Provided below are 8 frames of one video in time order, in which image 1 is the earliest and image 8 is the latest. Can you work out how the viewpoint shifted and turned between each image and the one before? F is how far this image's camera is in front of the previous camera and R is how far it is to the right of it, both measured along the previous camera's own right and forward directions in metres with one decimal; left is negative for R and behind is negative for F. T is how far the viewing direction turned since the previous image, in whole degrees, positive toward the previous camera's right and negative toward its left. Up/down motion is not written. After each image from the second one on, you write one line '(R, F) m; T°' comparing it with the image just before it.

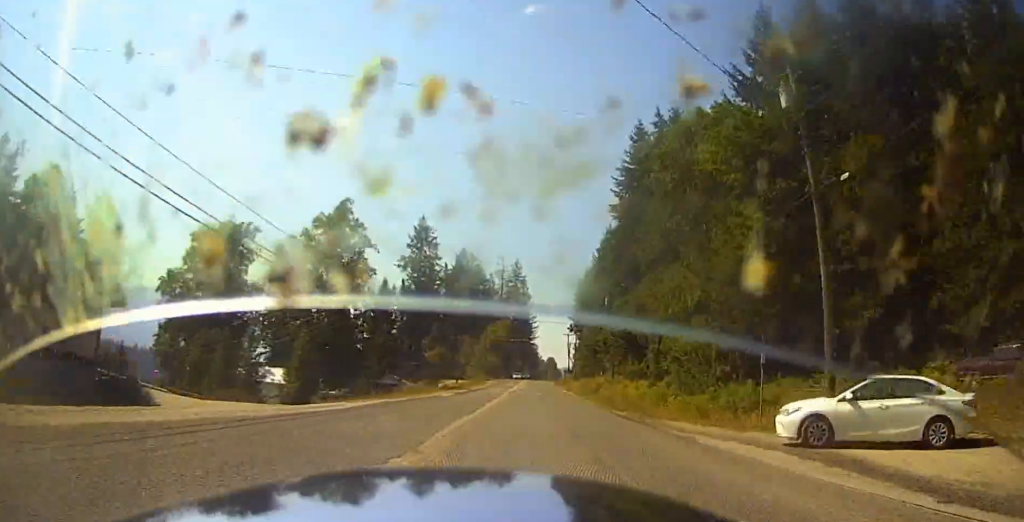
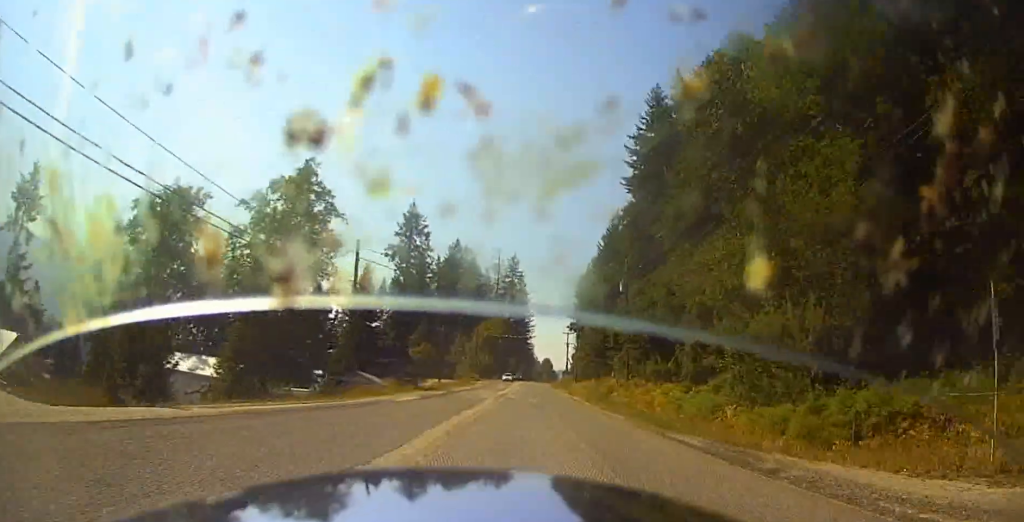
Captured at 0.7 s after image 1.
(+0.6, +12.1) m; +2°
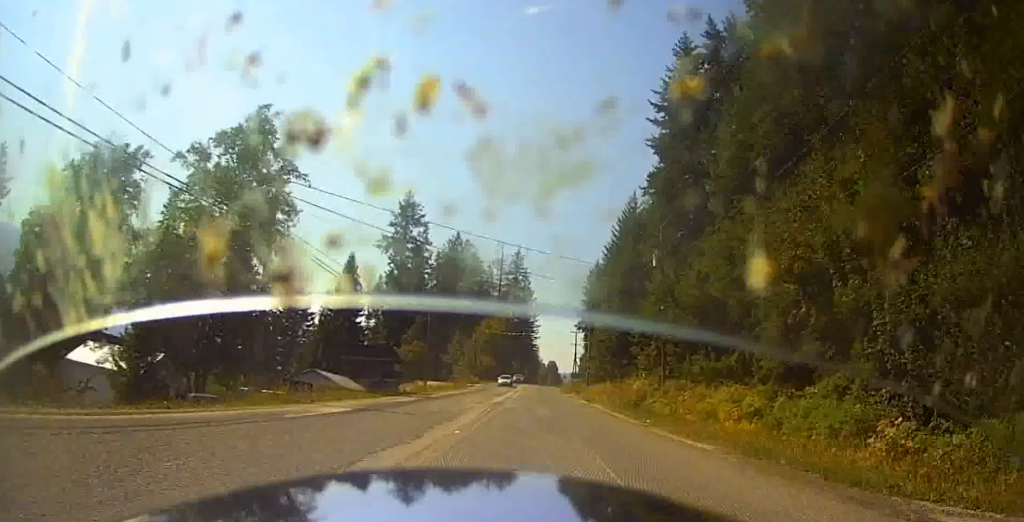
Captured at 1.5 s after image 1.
(+0.2, +12.3) m; 0°
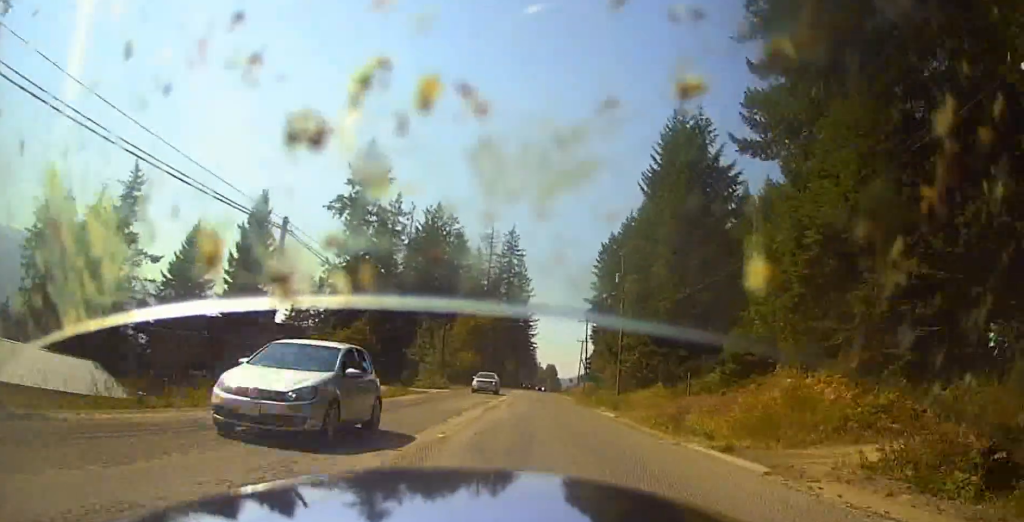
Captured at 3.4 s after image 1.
(-1.5, +31.7) m; -3°
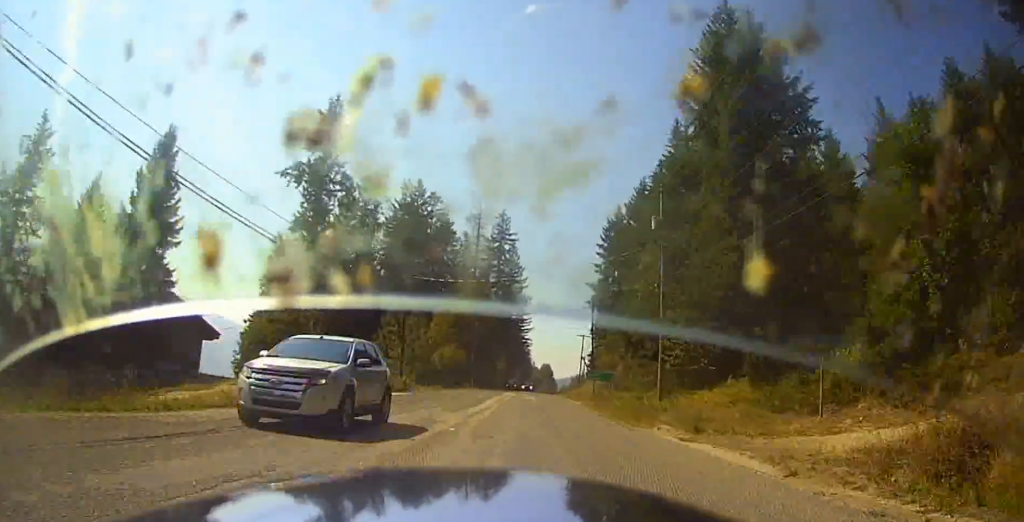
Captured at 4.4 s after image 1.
(+0.3, +17.0) m; +1°
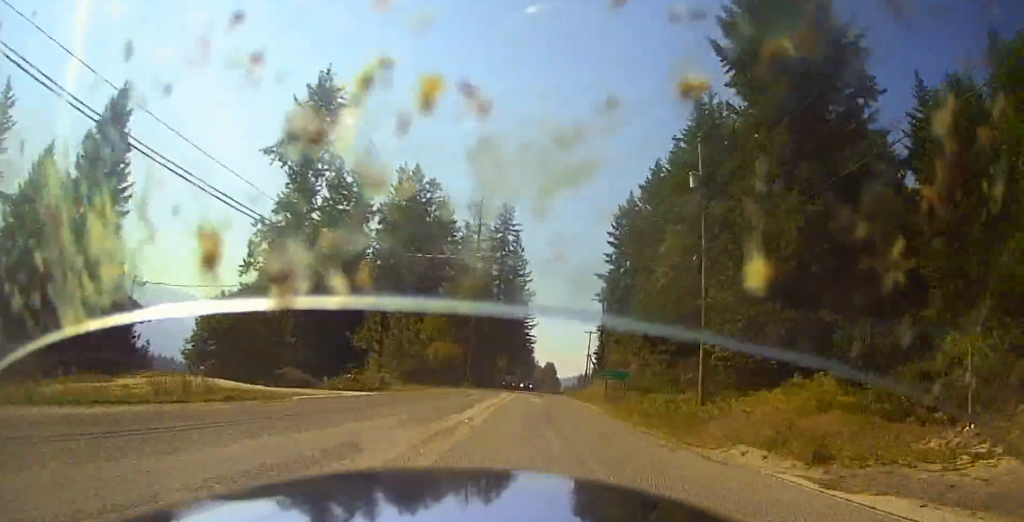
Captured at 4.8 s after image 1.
(-0.2, +7.0) m; 0°
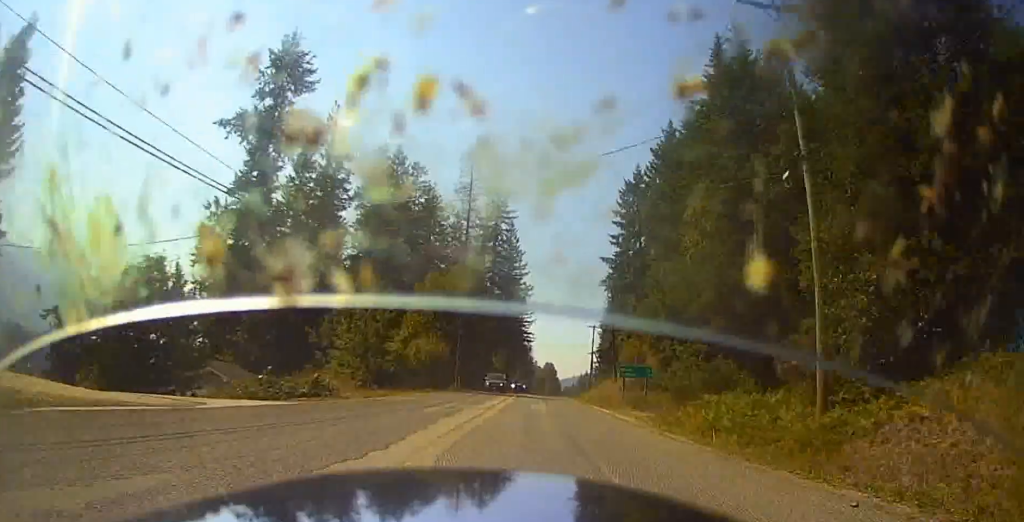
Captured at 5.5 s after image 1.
(+0.1, +10.0) m; +1°
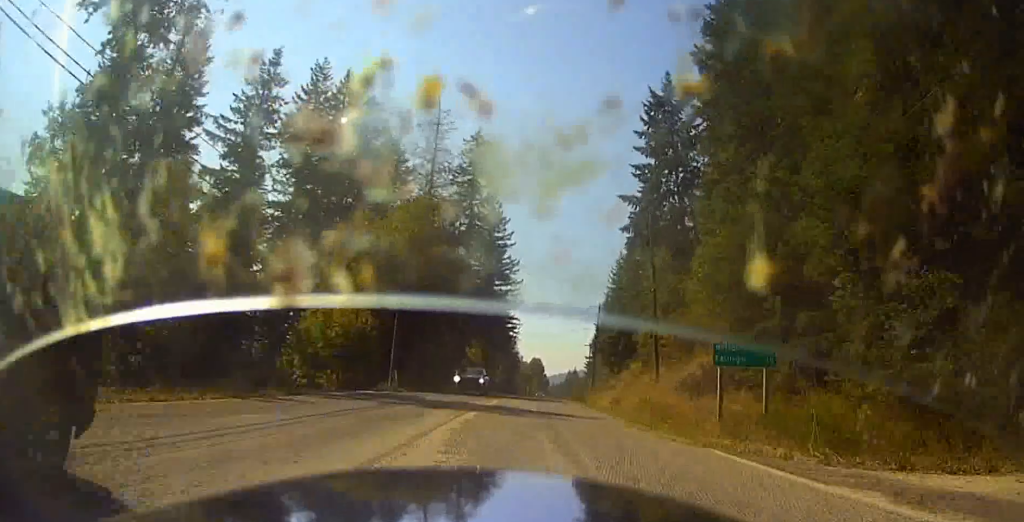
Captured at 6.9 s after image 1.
(+0.1, +22.7) m; -2°
